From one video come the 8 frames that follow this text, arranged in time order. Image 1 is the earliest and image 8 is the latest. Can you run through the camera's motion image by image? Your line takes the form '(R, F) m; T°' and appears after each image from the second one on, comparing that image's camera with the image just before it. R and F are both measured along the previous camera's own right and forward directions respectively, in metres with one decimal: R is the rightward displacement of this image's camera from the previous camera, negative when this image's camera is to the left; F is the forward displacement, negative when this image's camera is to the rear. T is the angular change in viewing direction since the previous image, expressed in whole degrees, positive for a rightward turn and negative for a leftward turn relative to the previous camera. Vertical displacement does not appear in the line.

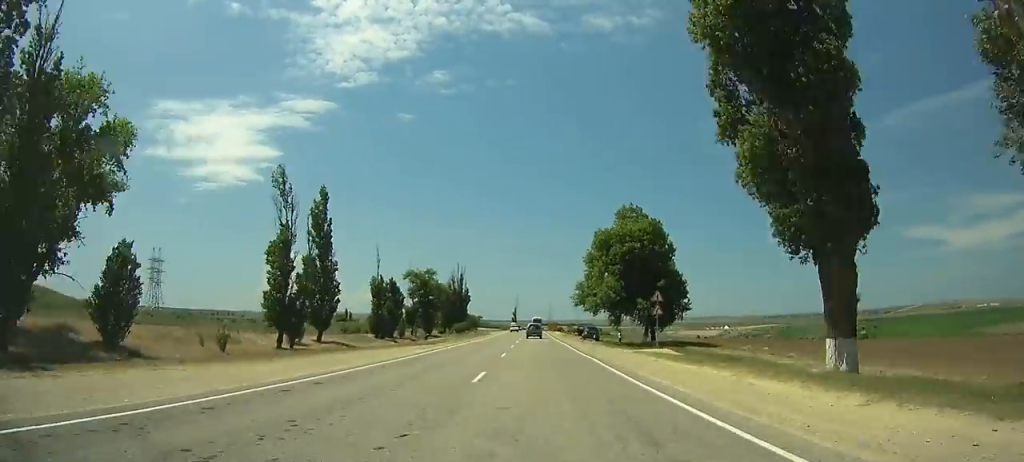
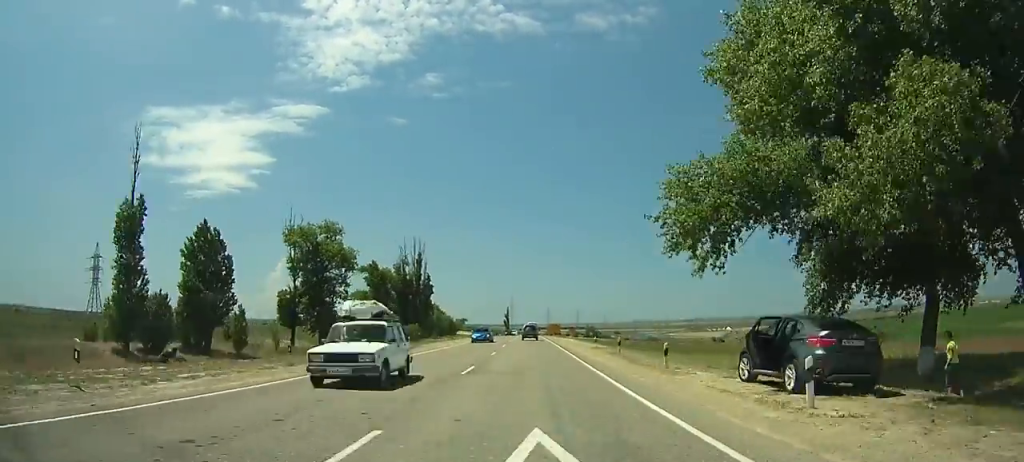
(-0.2, +58.2) m; 0°
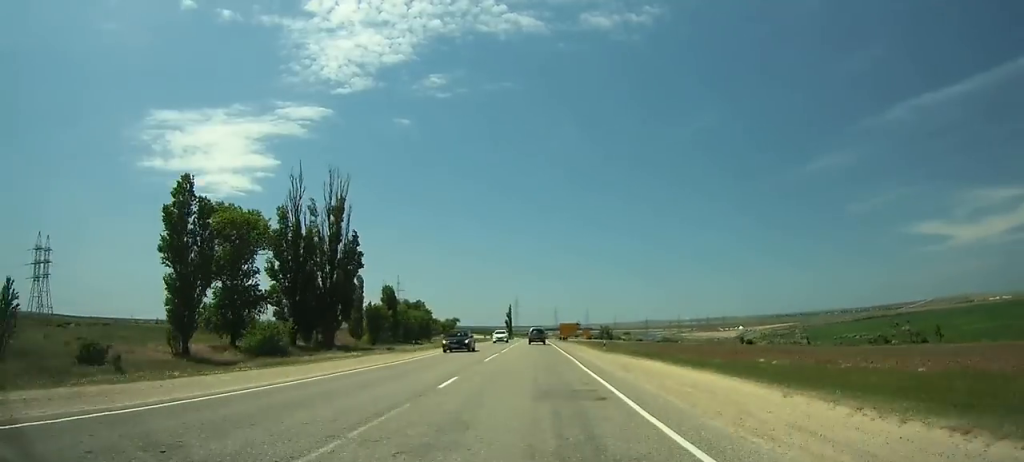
(0.0, +51.0) m; 0°
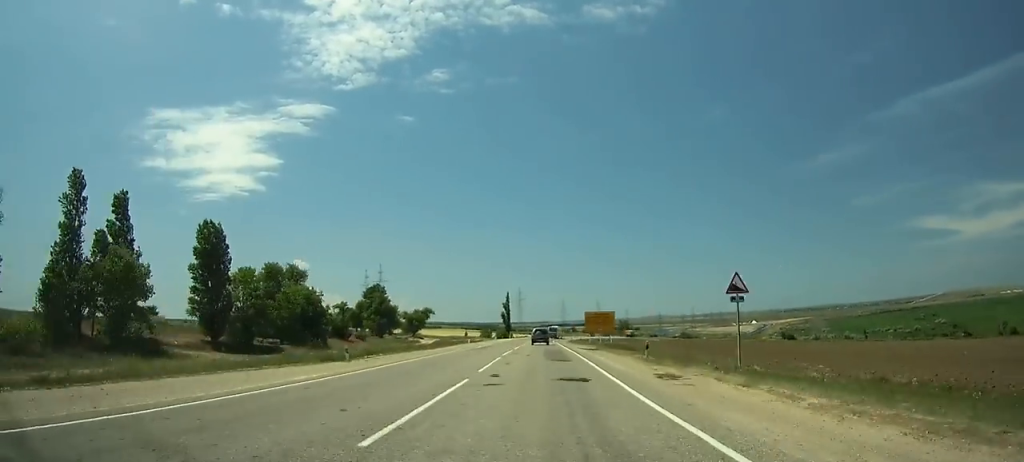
(-0.4, +65.9) m; 0°
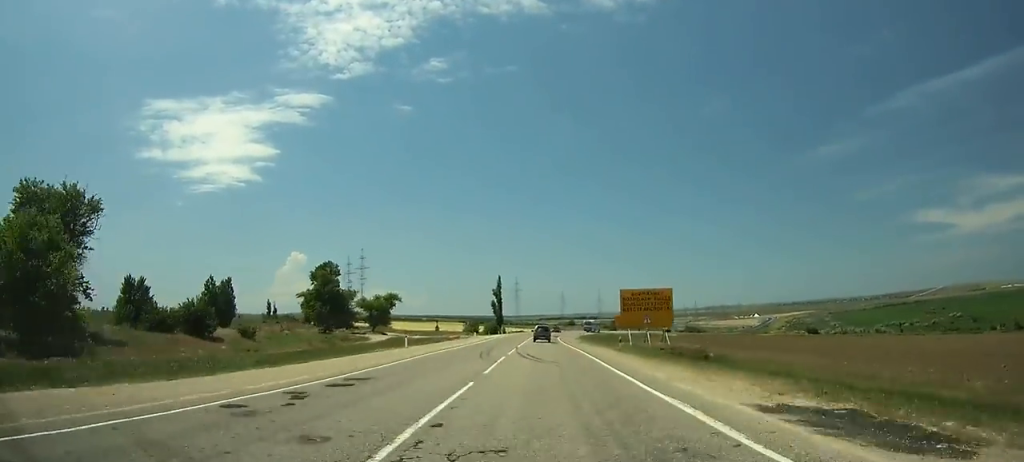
(-0.3, +37.5) m; 0°
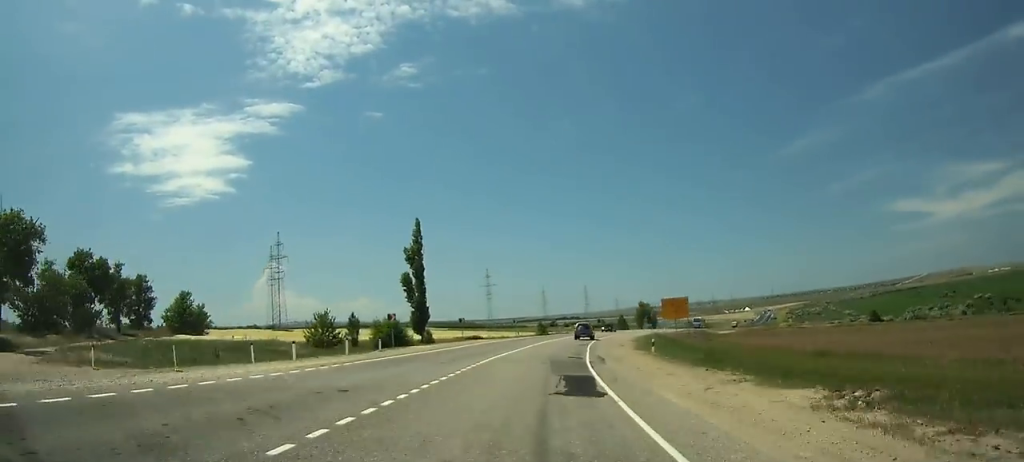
(+2.8, +89.9) m; +6°
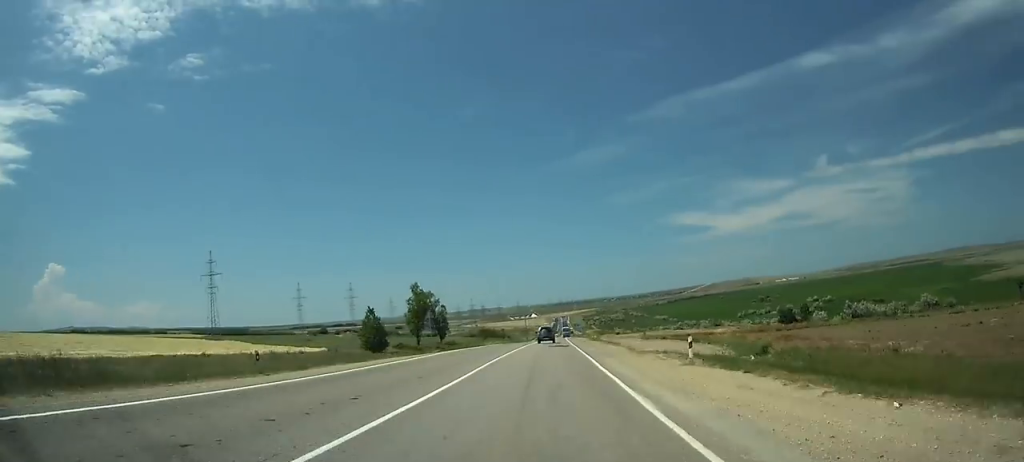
(+14.8, +109.4) m; +16°
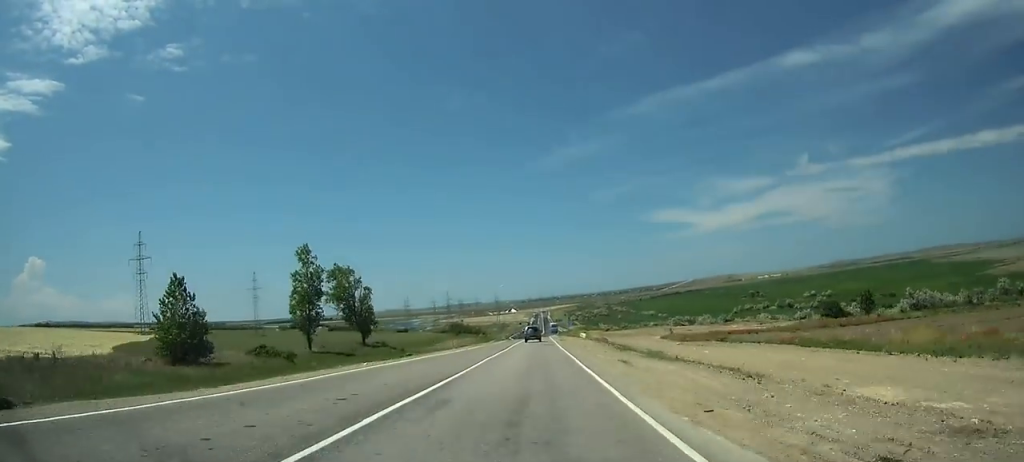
(+2.3, +42.5) m; +4°
